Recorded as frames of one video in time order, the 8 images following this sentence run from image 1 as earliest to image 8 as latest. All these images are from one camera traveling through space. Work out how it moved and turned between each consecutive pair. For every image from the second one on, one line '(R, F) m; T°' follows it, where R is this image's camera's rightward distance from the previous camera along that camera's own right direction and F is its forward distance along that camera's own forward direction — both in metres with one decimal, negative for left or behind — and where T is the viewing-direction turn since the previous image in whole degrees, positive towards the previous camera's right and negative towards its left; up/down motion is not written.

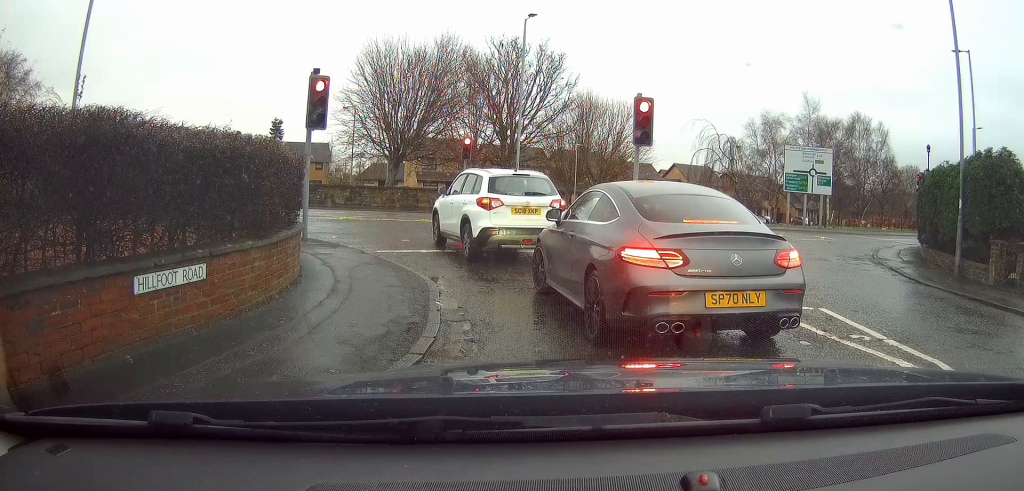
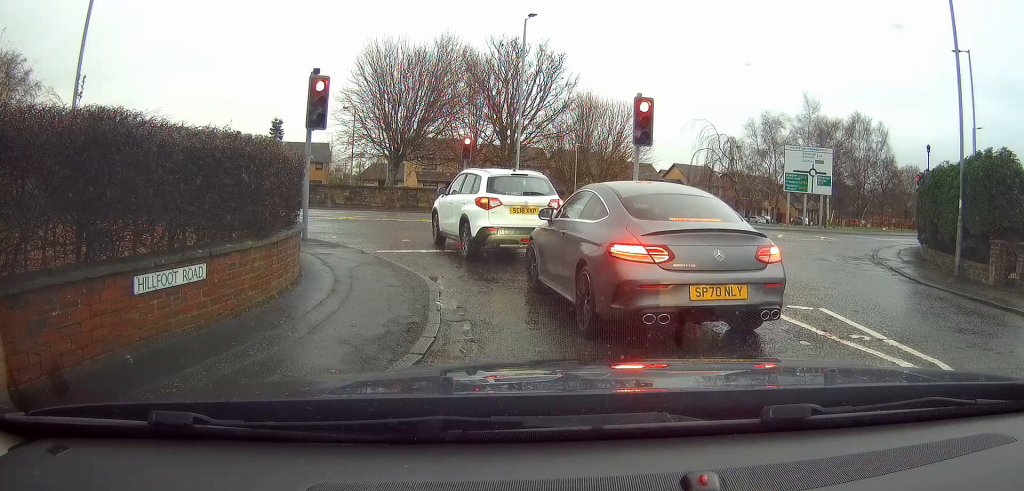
(0.0, 0.0) m; 0°
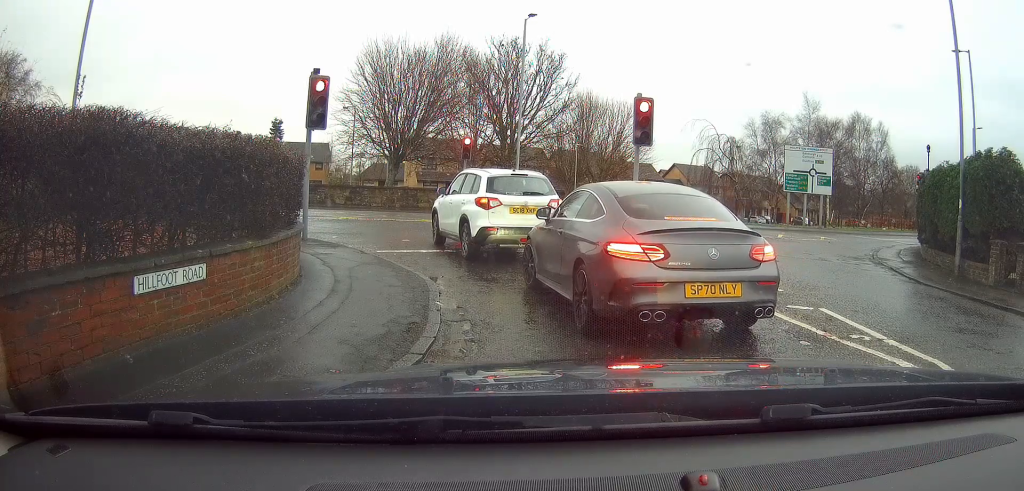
(0.0, 0.0) m; 0°
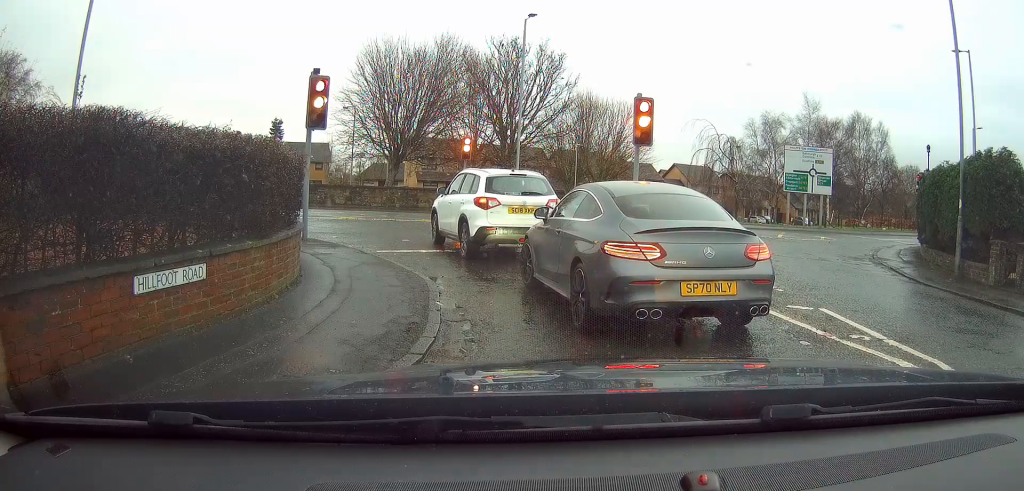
(0.0, 0.0) m; 0°
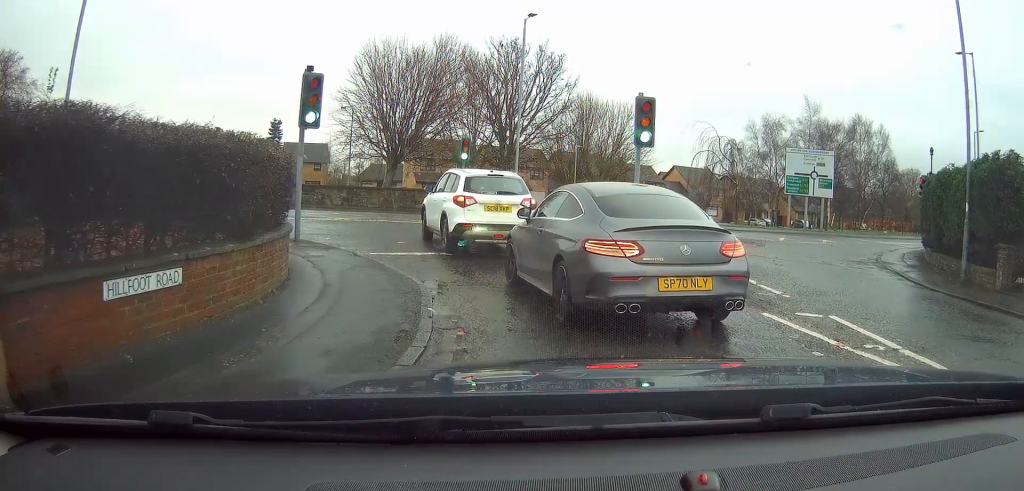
(+0.2, +0.9) m; +2°
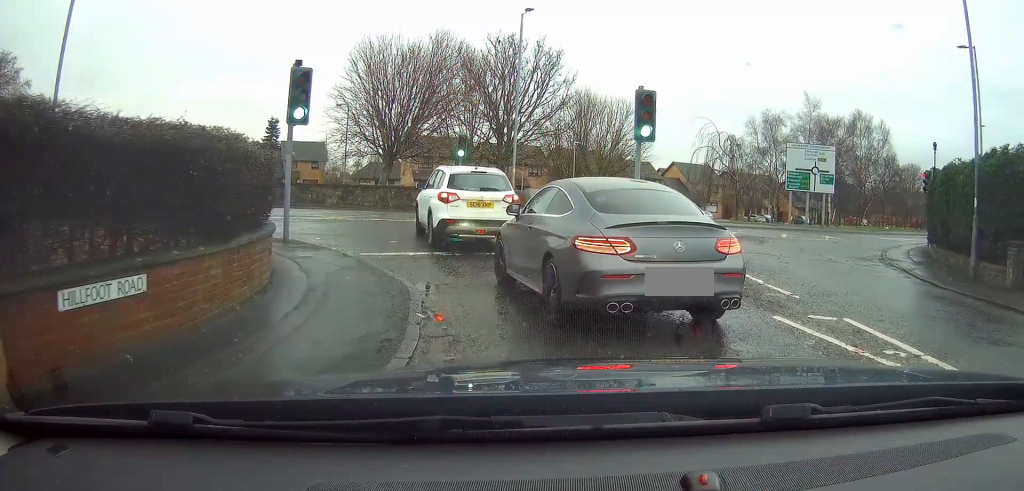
(0.0, +0.5) m; +2°
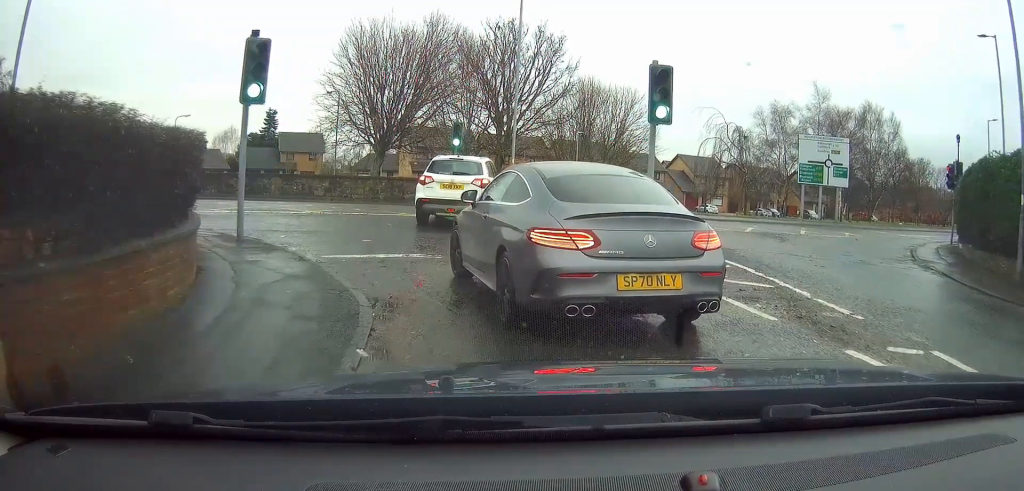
(0.0, +2.0) m; -1°
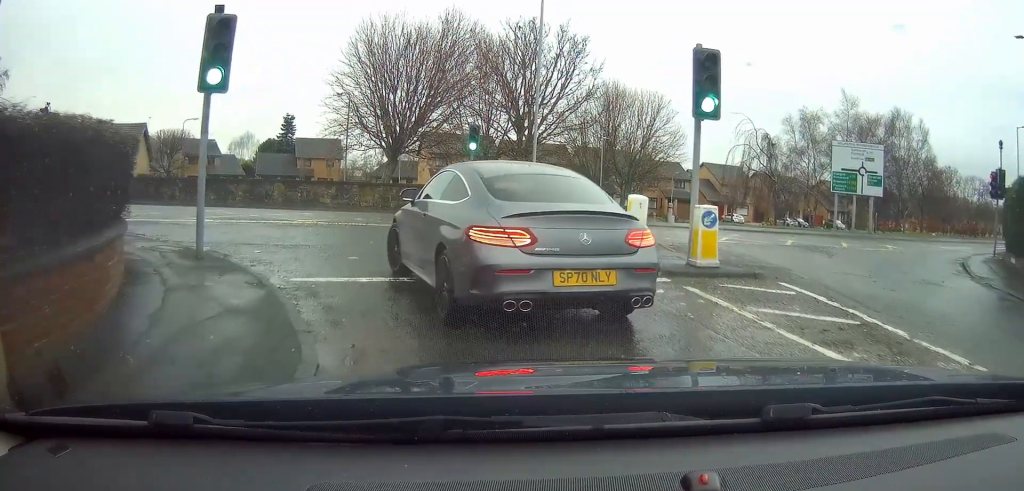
(-0.1, +2.5) m; -4°
